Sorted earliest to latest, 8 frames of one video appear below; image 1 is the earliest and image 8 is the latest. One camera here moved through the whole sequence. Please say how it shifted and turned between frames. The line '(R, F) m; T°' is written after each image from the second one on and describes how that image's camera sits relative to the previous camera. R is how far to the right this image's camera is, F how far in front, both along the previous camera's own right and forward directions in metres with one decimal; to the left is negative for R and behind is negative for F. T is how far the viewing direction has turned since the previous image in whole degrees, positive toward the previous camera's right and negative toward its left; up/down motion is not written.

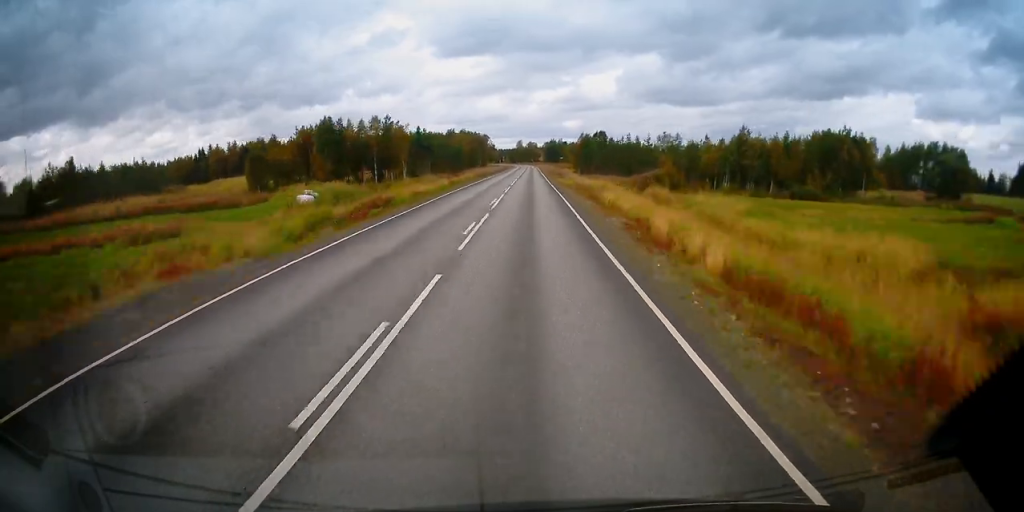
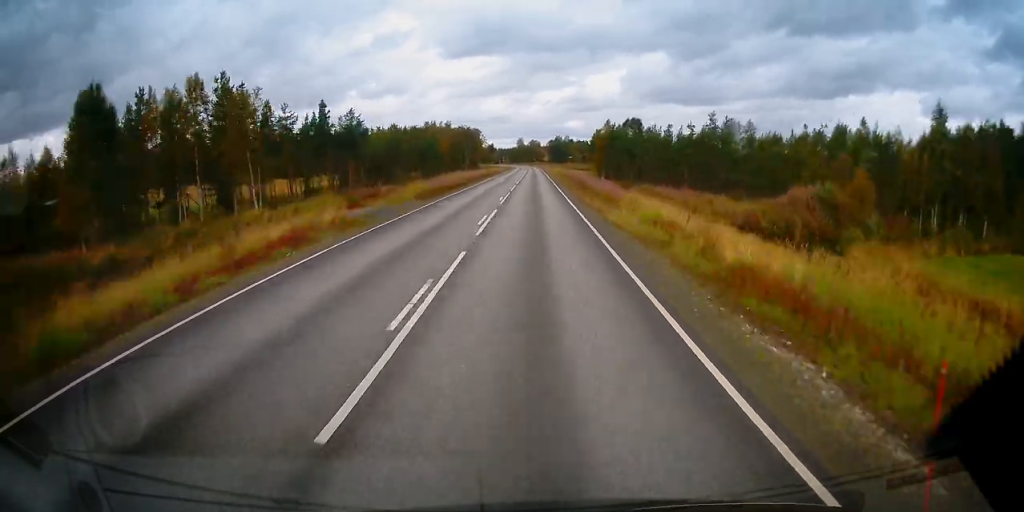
(0.0, +44.7) m; 0°
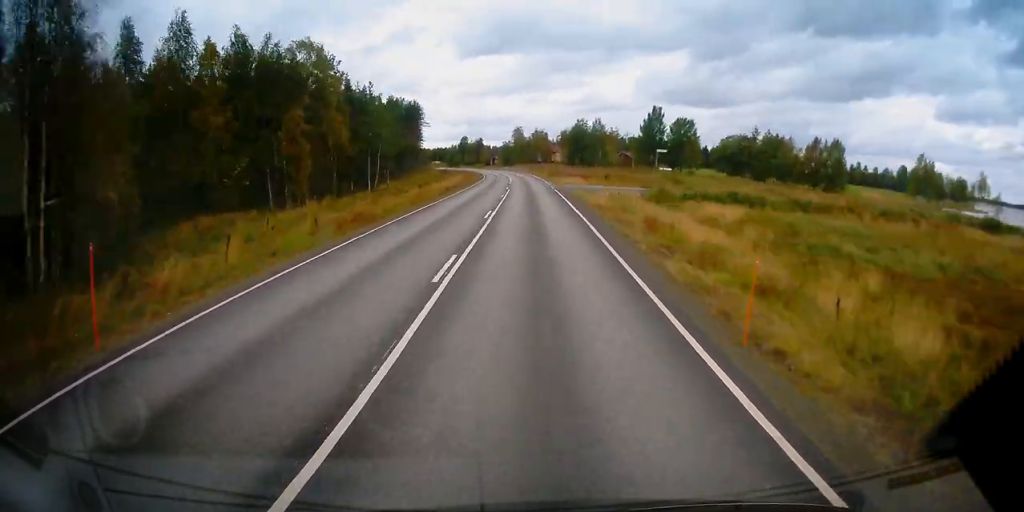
(-0.5, +130.1) m; -2°
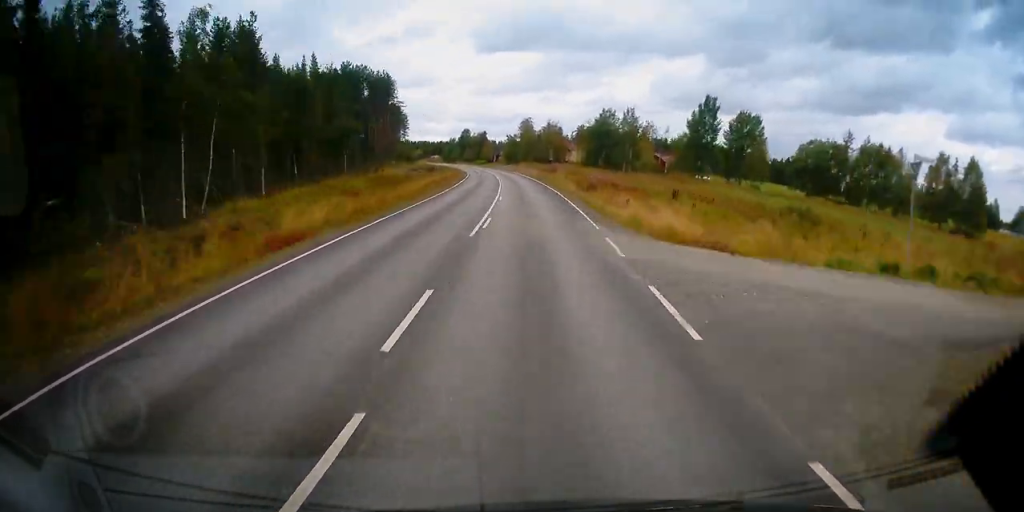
(-1.3, +40.2) m; -3°
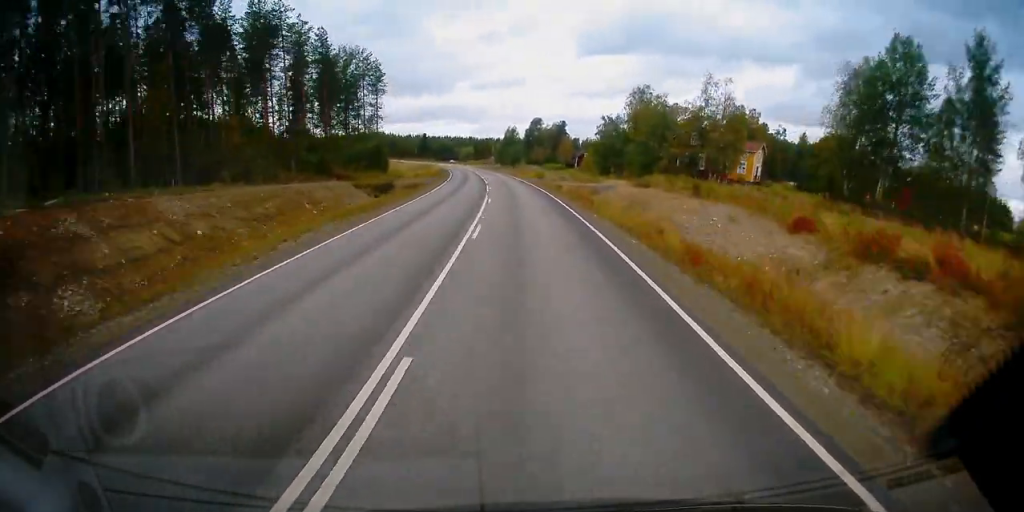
(-5.5, +98.1) m; -8°
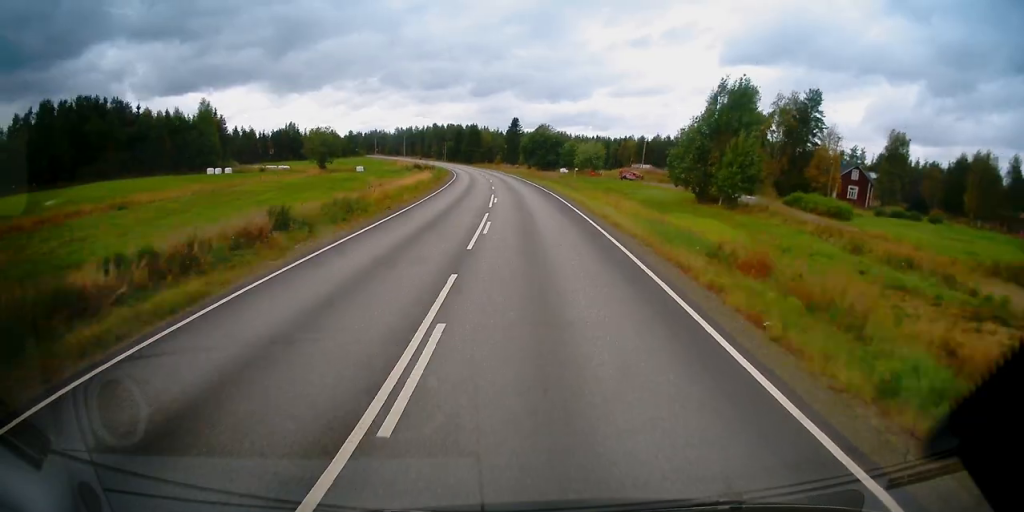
(-11.5, +116.5) m; -11°
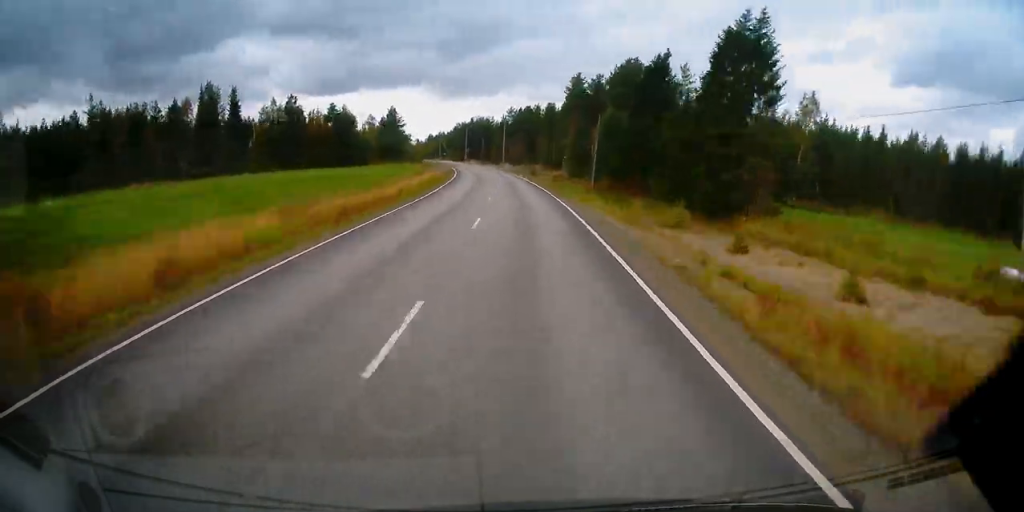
(-18.0, +148.5) m; -14°
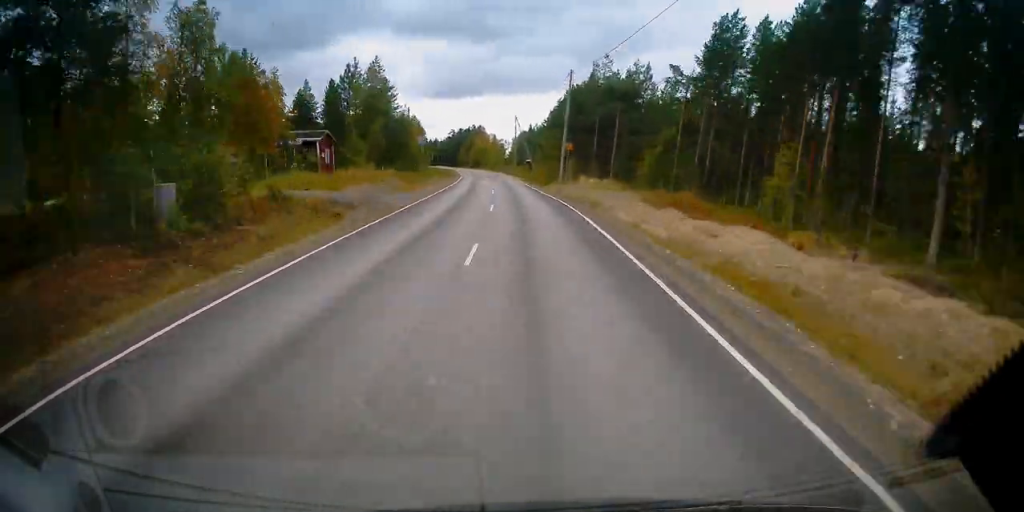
(-9.4, +107.8) m; -11°
